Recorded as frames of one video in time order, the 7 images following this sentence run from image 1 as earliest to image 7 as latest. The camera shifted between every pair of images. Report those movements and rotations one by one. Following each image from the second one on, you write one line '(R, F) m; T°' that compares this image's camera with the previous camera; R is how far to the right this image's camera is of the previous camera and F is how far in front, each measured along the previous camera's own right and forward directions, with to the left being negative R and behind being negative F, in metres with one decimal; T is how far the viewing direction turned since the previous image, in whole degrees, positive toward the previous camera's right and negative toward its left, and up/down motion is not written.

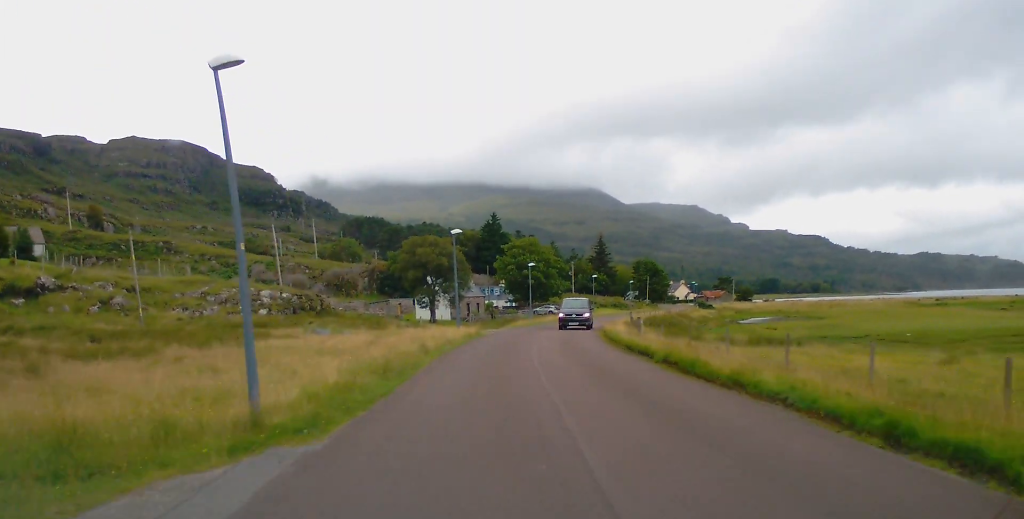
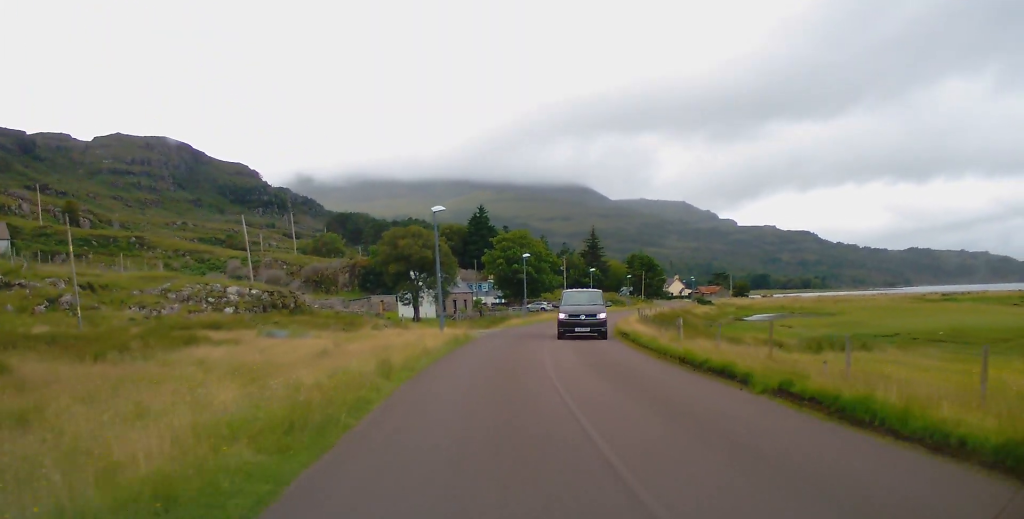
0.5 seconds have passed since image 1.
(0.0, +7.8) m; +1°
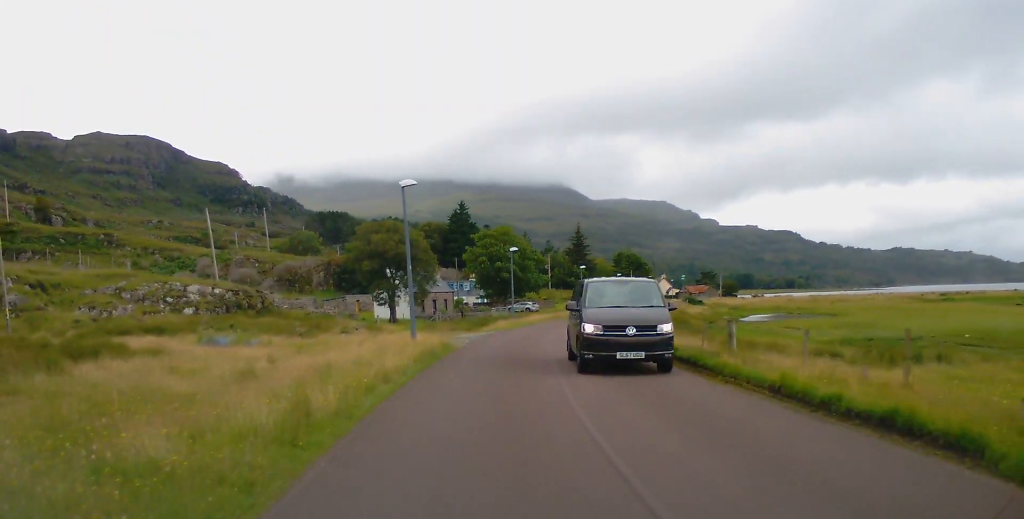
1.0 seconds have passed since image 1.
(-0.1, +6.6) m; +2°
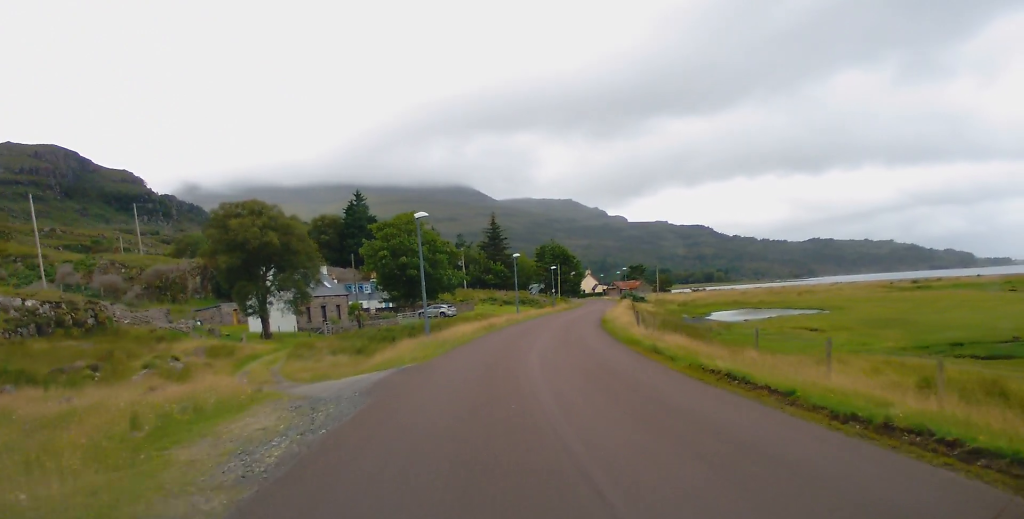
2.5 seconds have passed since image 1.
(+1.6, +21.8) m; +8°
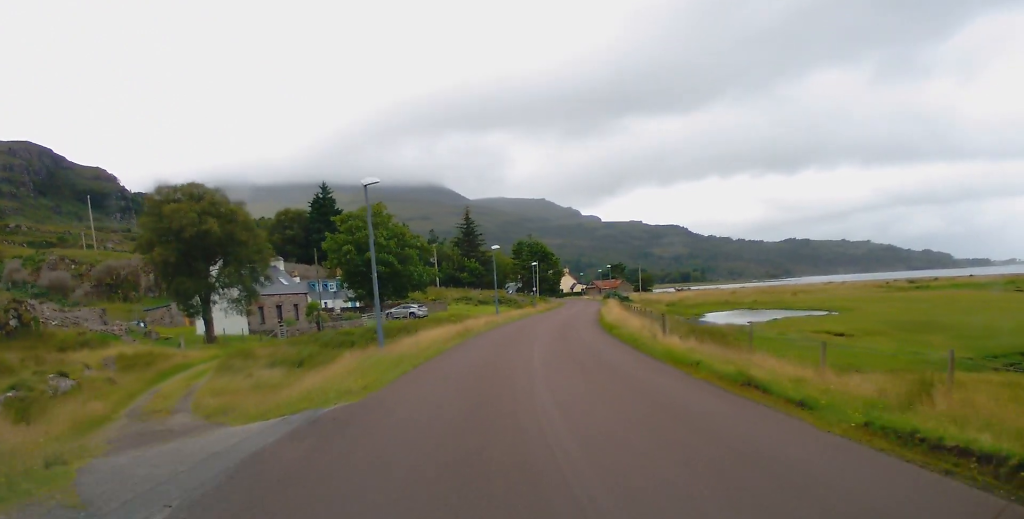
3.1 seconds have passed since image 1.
(+0.2, +8.2) m; +2°
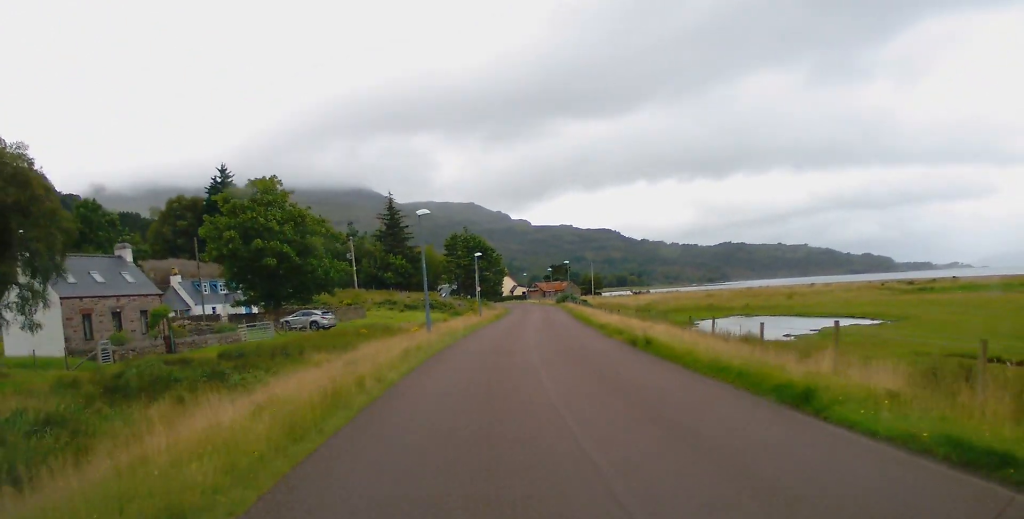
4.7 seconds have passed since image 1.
(+0.7, +22.1) m; +4°
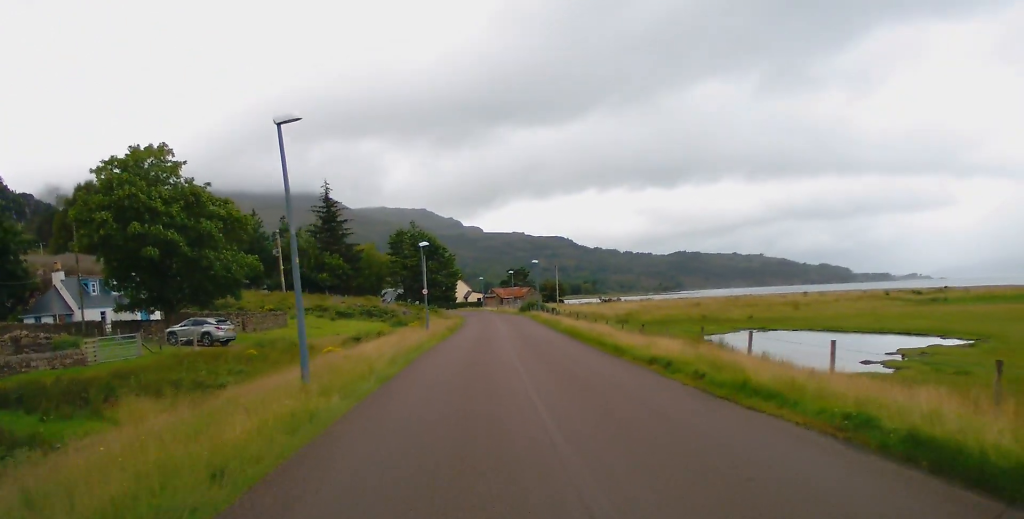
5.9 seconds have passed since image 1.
(+0.4, +16.7) m; +3°
